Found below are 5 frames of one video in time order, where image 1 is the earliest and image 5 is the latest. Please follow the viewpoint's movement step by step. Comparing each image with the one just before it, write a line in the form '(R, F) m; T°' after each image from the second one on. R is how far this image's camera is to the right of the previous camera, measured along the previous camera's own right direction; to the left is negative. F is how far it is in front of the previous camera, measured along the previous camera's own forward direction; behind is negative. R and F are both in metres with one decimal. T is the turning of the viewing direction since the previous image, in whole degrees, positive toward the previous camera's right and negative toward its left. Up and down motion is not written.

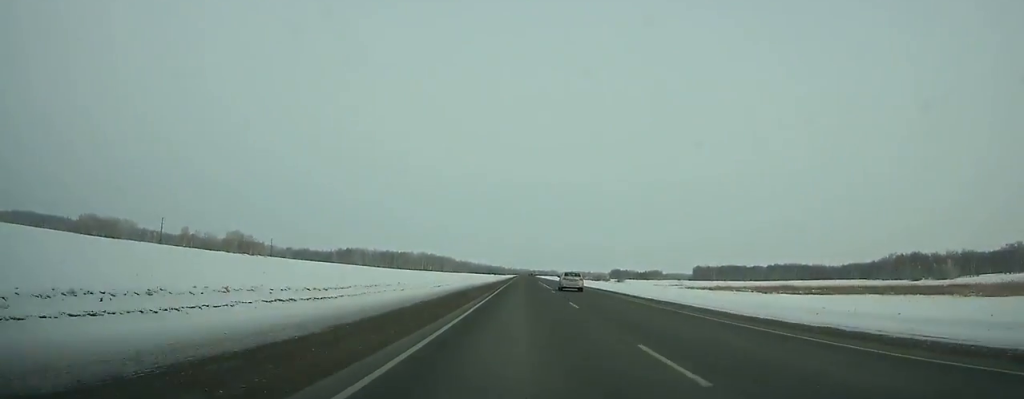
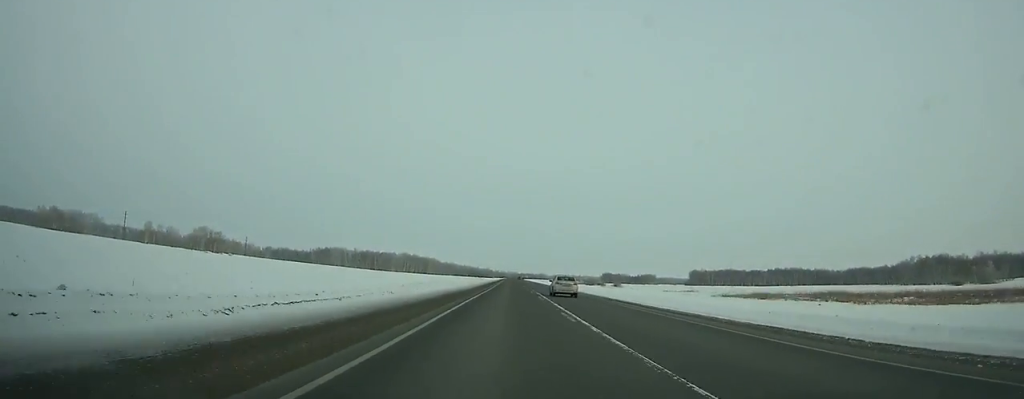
(+0.2, +37.5) m; 0°
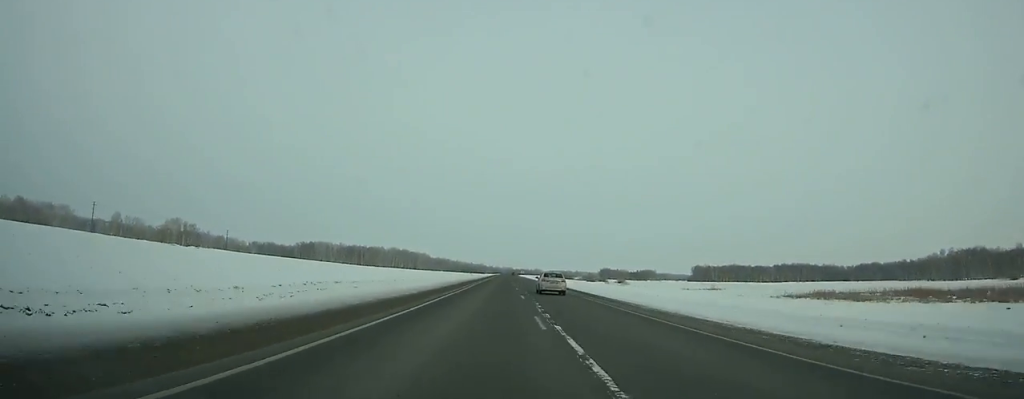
(+0.2, +34.7) m; 0°
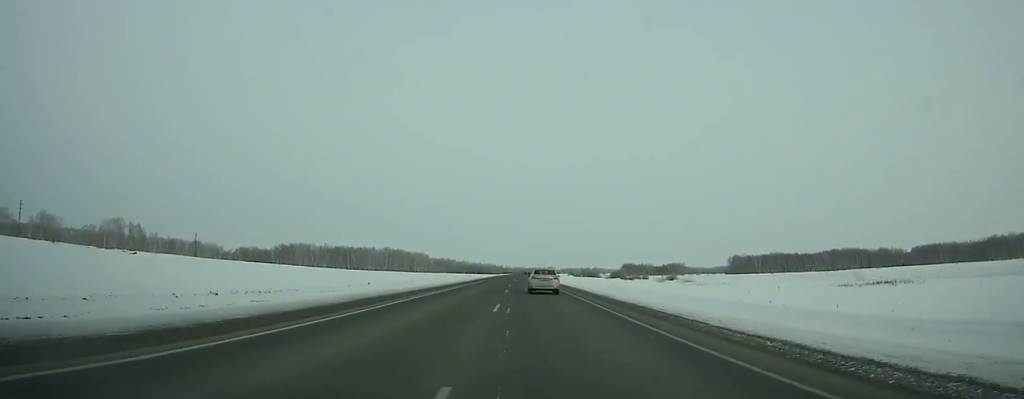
(0.0, +91.9) m; 0°
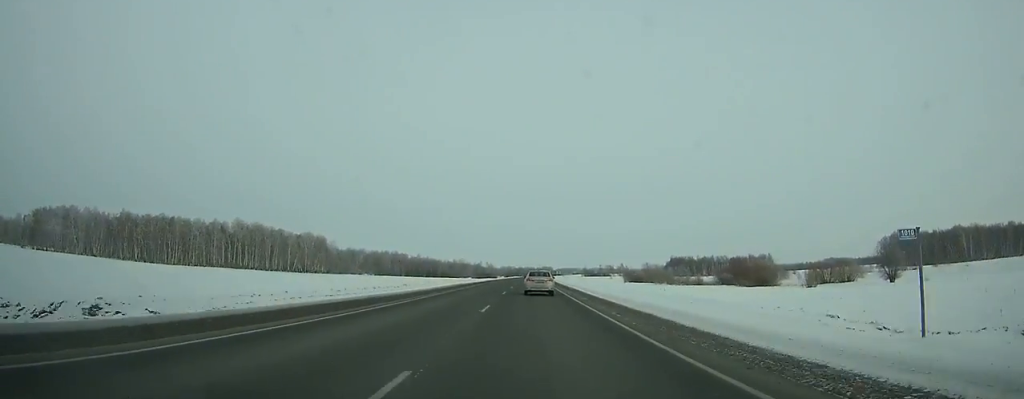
(-1.0, +307.5) m; +1°
